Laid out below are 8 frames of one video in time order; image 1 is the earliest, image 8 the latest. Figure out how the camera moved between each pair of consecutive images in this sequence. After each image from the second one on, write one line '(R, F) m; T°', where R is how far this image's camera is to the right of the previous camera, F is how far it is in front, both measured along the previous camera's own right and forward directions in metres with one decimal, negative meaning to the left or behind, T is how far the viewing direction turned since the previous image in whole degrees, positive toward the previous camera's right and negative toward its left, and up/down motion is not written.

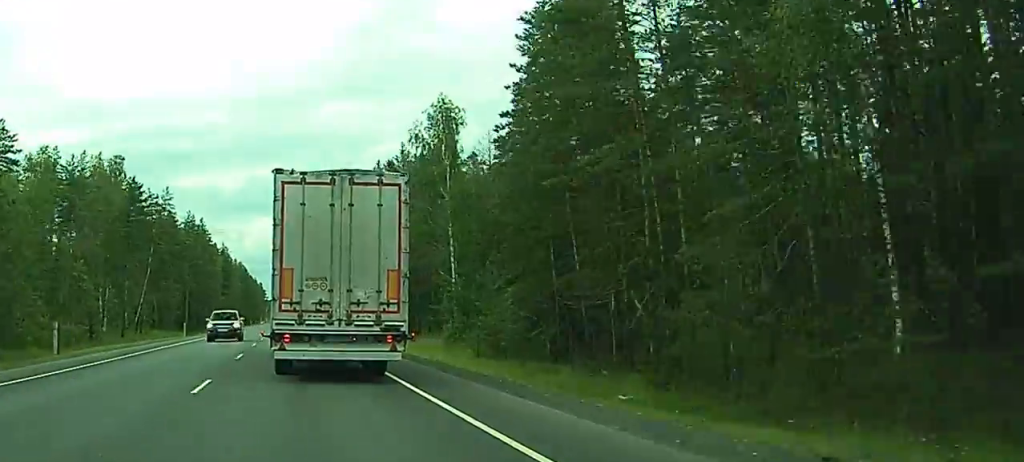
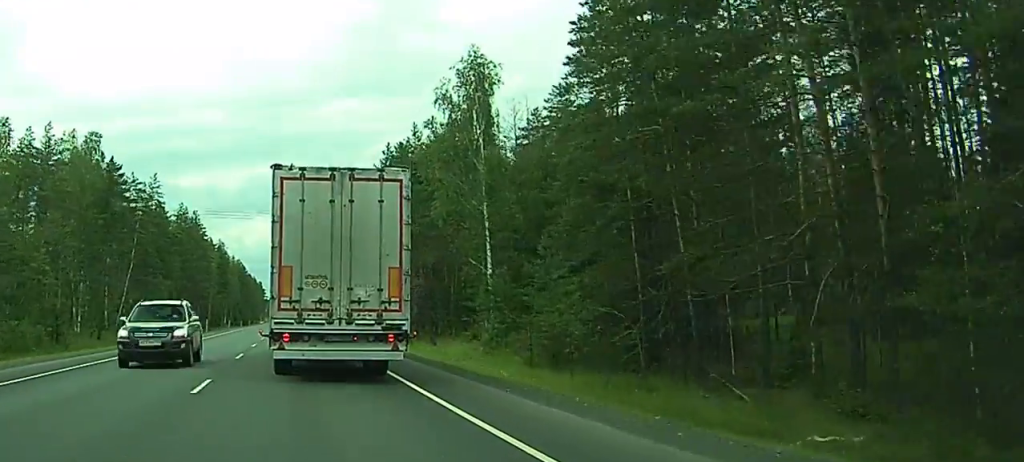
(0.0, +12.1) m; 0°
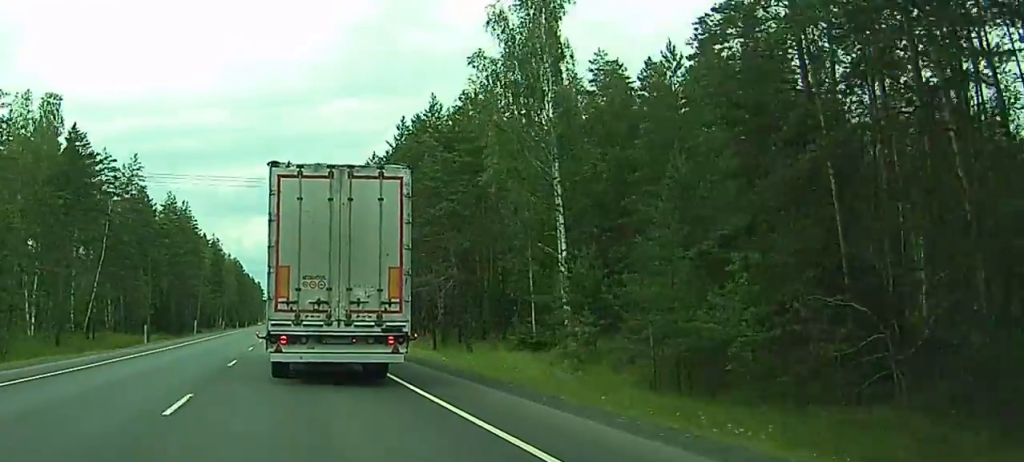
(+0.1, +15.2) m; 0°
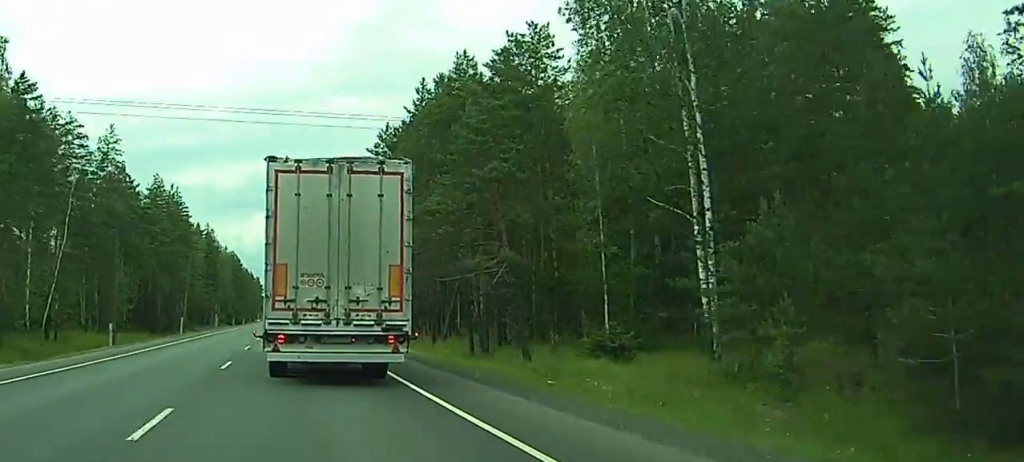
(-0.1, +14.4) m; 0°
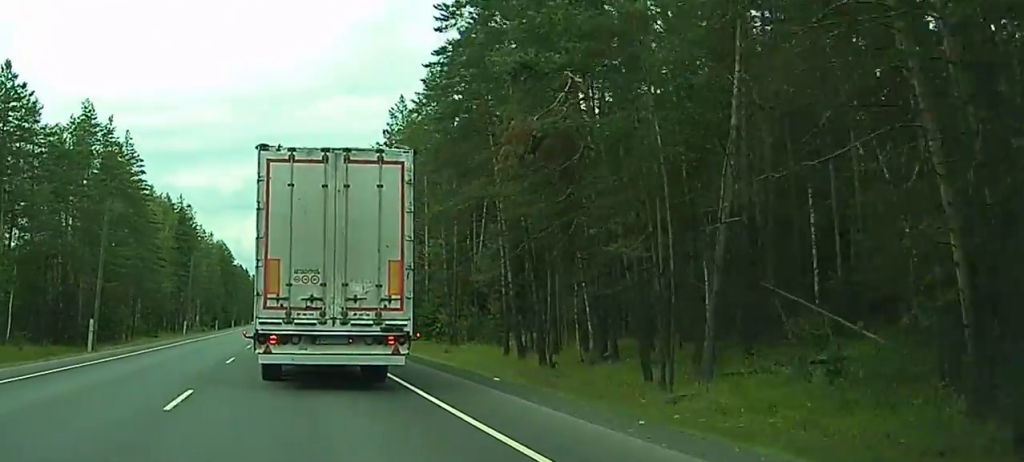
(-0.3, +45.4) m; -1°
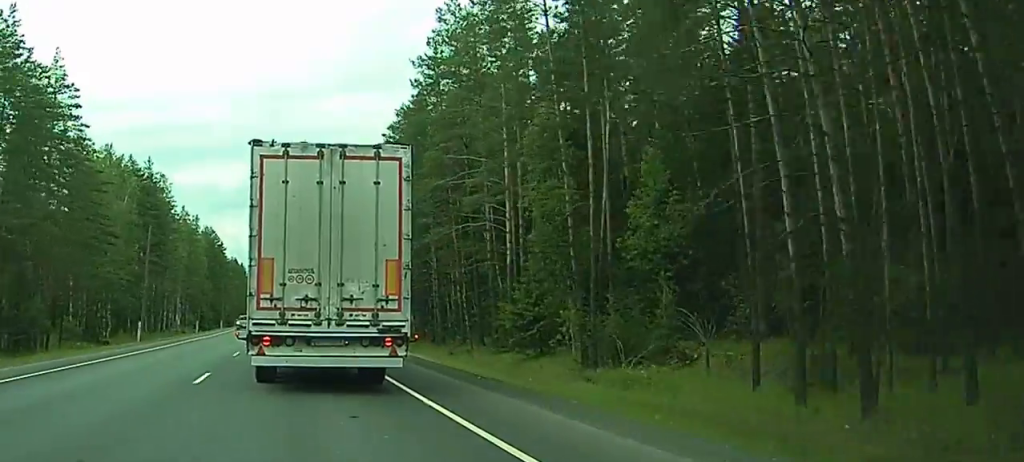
(-0.2, +31.6) m; 0°
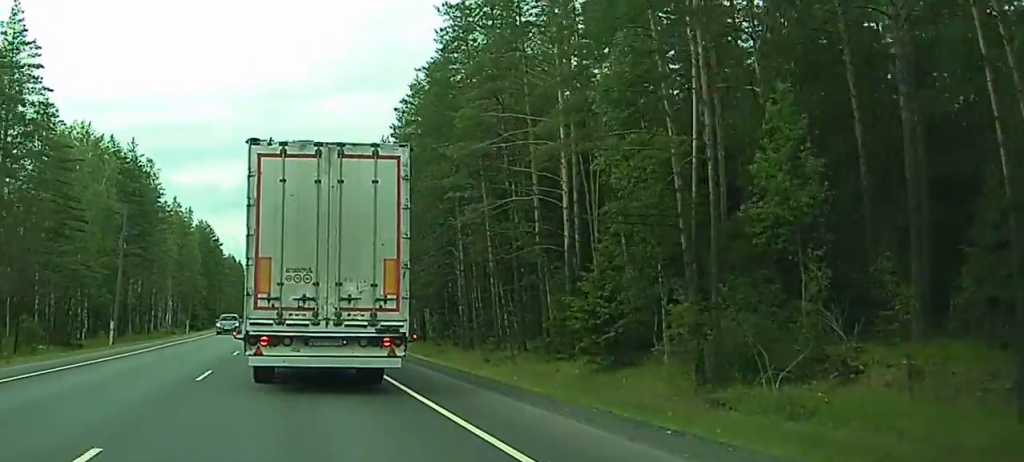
(+0.1, +11.3) m; 0°
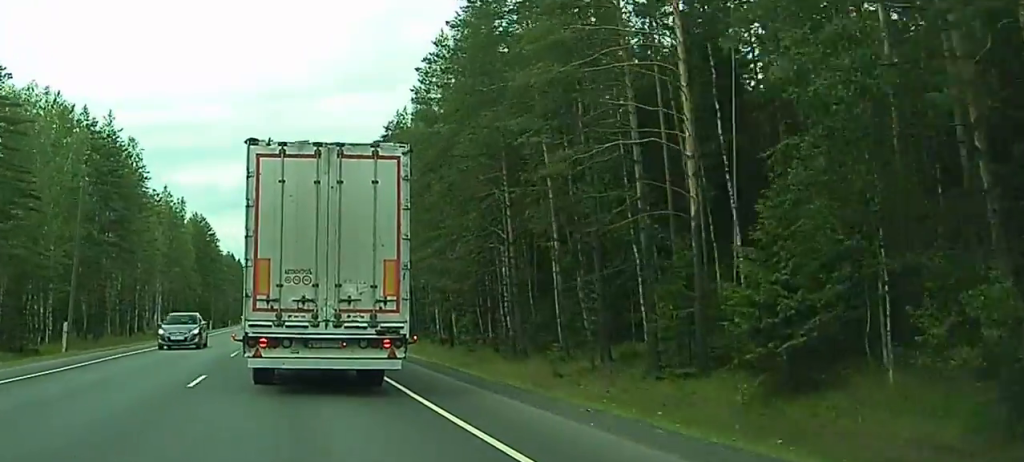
(+0.1, +13.5) m; 0°
